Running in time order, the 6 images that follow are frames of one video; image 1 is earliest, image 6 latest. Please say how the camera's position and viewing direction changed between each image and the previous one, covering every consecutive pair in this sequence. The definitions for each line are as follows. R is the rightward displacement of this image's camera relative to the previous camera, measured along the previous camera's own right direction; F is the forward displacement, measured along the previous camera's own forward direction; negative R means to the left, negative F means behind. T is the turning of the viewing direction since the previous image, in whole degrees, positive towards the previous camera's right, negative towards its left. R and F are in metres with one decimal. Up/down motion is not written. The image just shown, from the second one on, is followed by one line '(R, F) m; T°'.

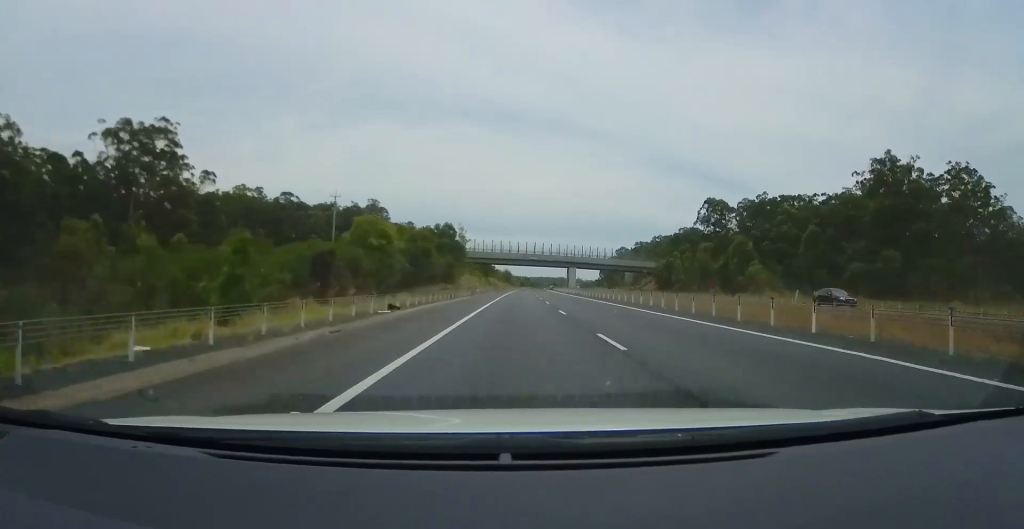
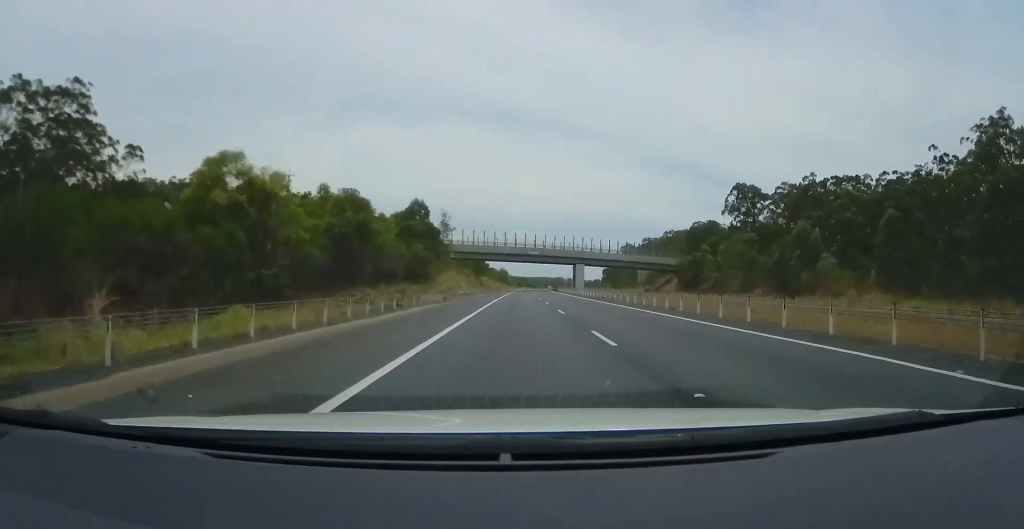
(+0.1, +23.3) m; 0°
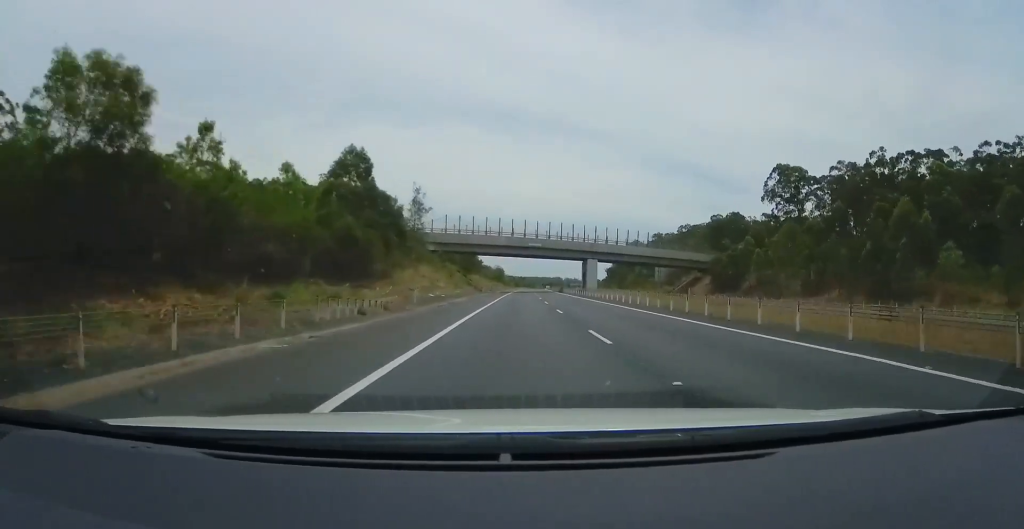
(-0.3, +23.2) m; 0°
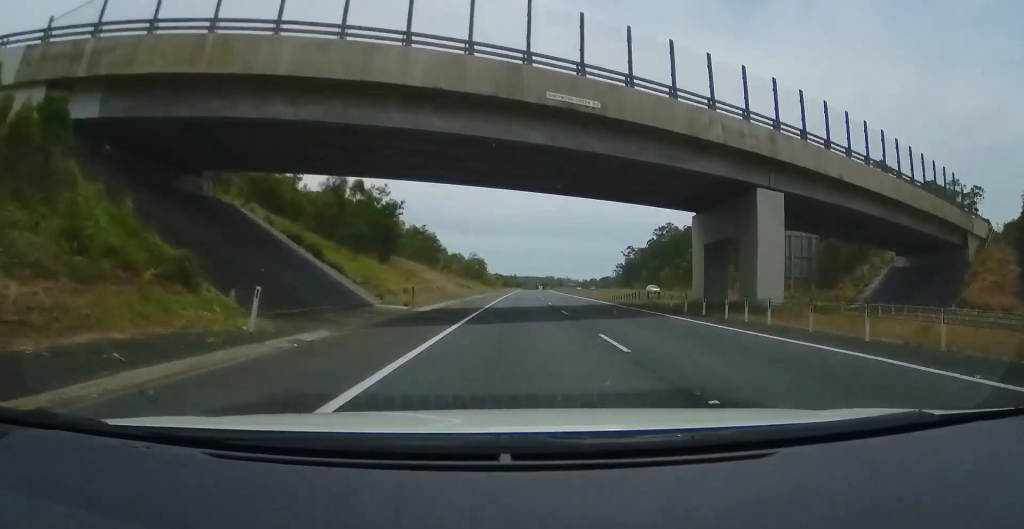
(+1.3, +72.6) m; +1°
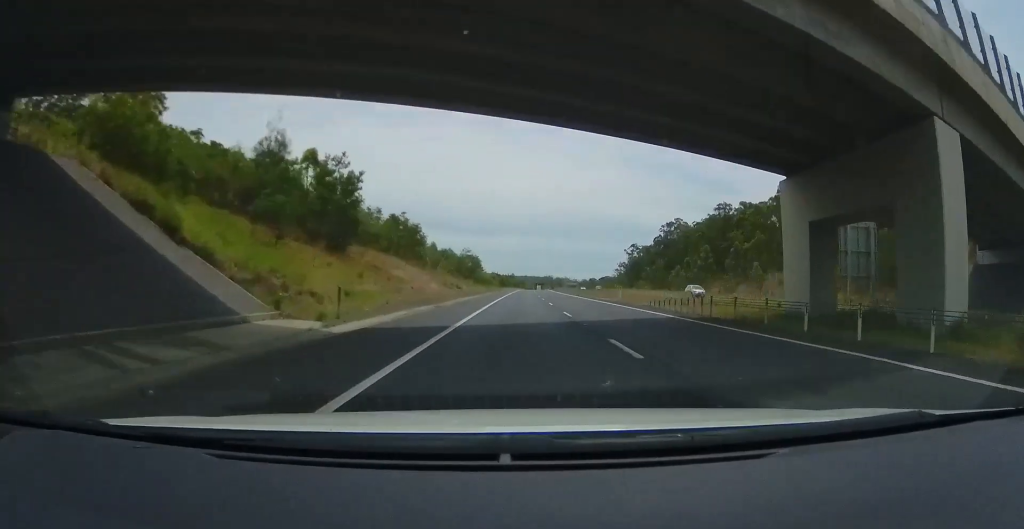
(0.0, +13.2) m; 0°
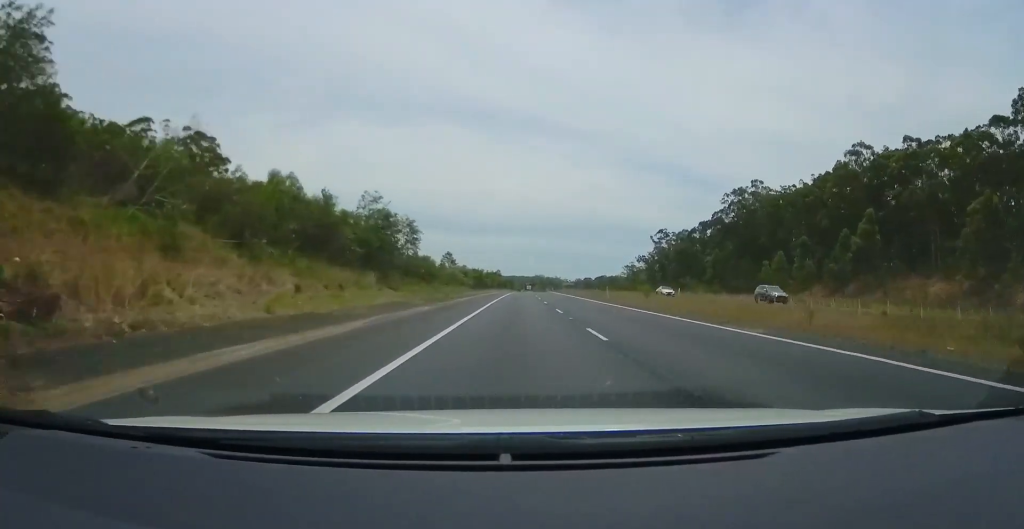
(+1.7, +68.6) m; +2°
